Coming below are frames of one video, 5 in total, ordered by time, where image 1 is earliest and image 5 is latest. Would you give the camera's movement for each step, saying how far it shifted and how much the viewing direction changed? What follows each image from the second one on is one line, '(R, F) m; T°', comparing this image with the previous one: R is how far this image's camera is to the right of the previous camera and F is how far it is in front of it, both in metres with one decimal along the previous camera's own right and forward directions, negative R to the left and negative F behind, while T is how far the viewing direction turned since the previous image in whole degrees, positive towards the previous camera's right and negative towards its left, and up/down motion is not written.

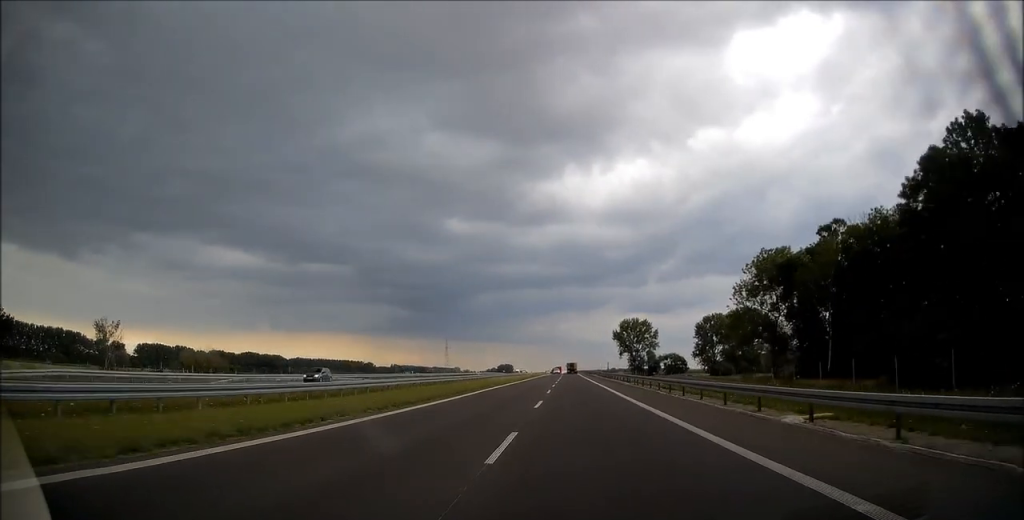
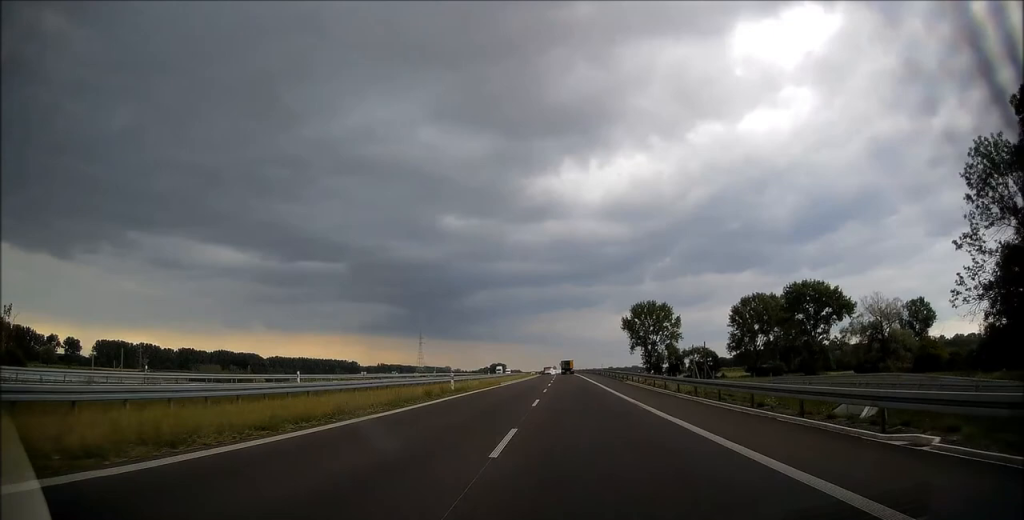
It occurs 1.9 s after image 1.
(-0.1, +71.4) m; 0°
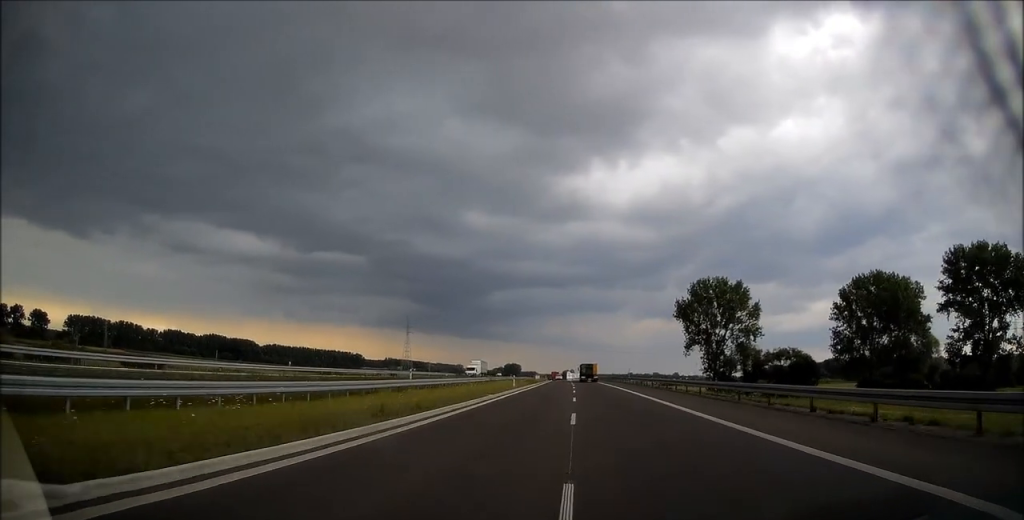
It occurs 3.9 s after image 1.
(-0.6, +78.0) m; -1°
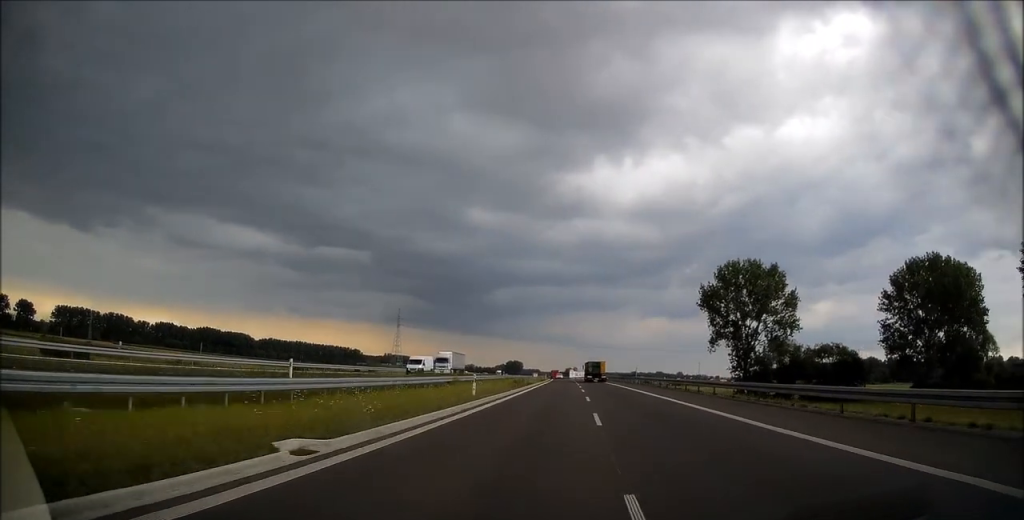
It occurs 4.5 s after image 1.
(+0.1, +24.6) m; 0°
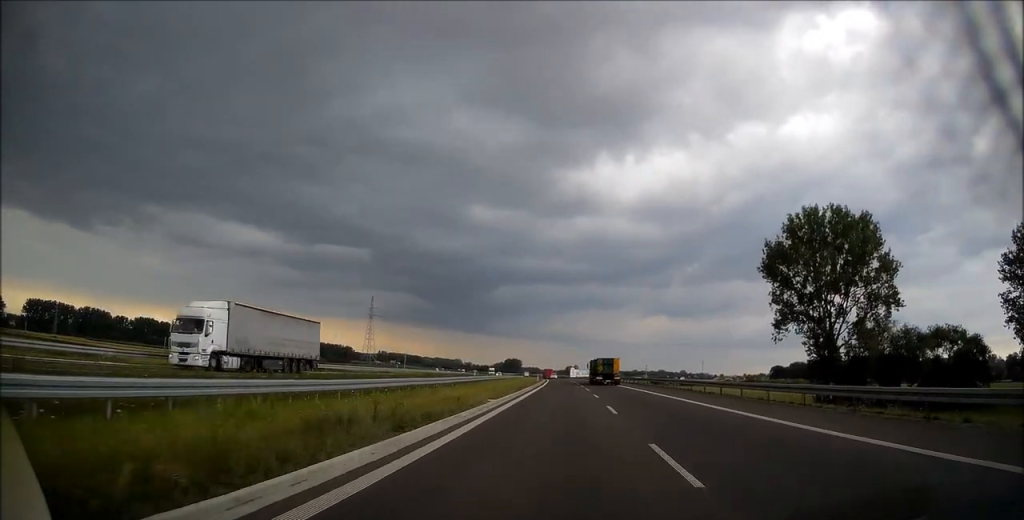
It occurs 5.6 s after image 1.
(-0.3, +43.0) m; -1°
